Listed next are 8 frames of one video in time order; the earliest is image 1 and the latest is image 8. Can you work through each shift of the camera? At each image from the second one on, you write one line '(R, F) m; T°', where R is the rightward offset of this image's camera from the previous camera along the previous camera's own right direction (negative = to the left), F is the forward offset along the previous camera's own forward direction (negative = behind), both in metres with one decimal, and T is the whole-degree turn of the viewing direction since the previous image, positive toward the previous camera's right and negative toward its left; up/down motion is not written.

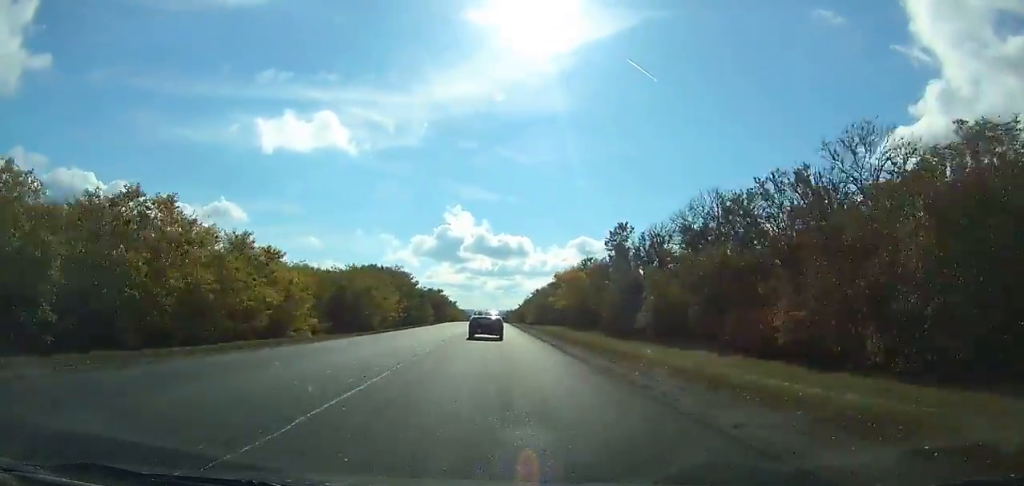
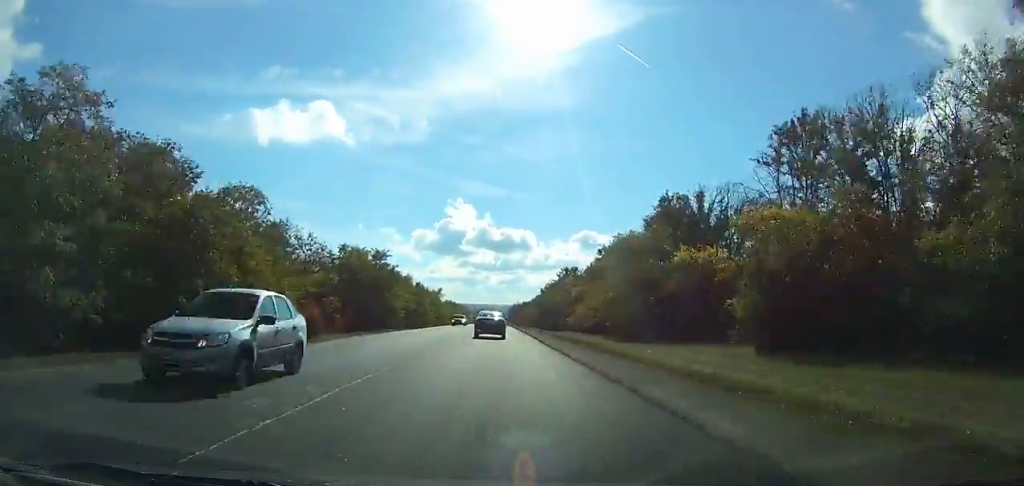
(+0.1, +98.2) m; 0°
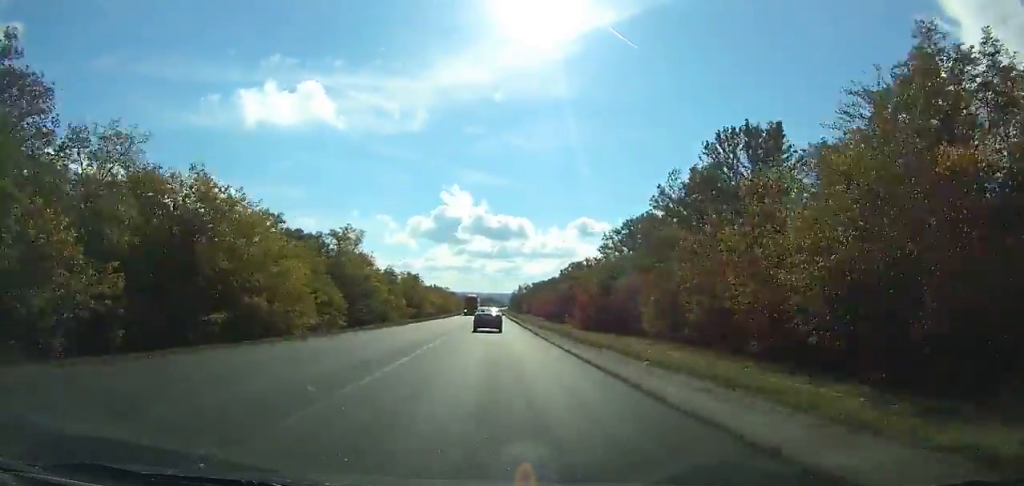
(-0.7, +121.5) m; 0°
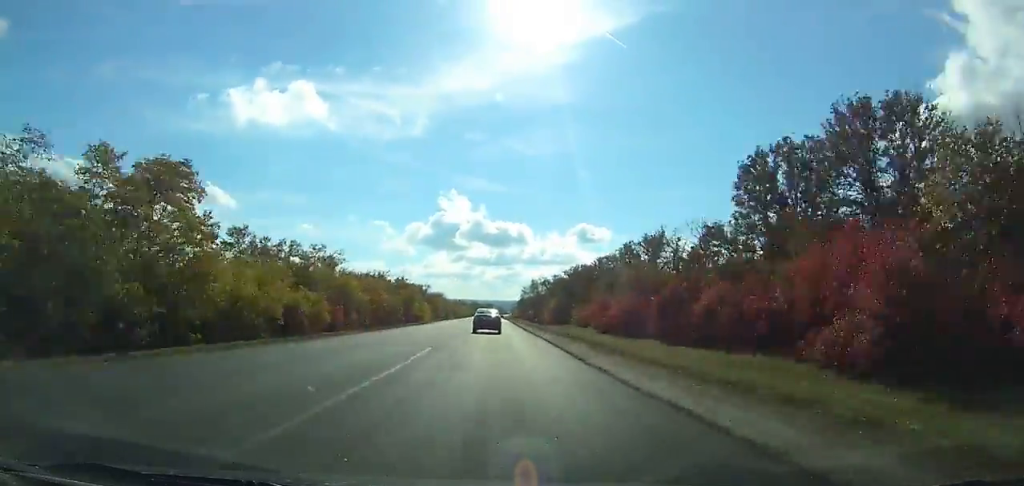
(+0.2, +106.5) m; 0°
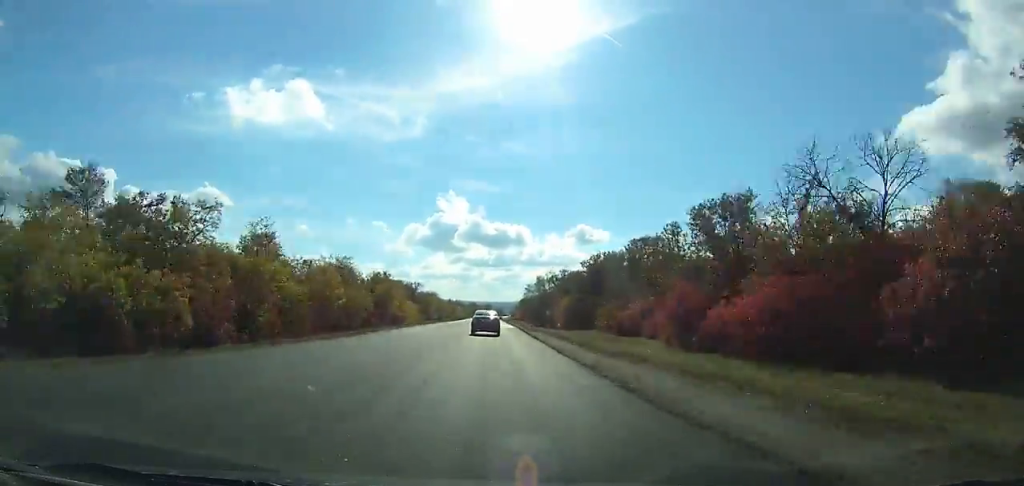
(0.0, +29.9) m; 0°
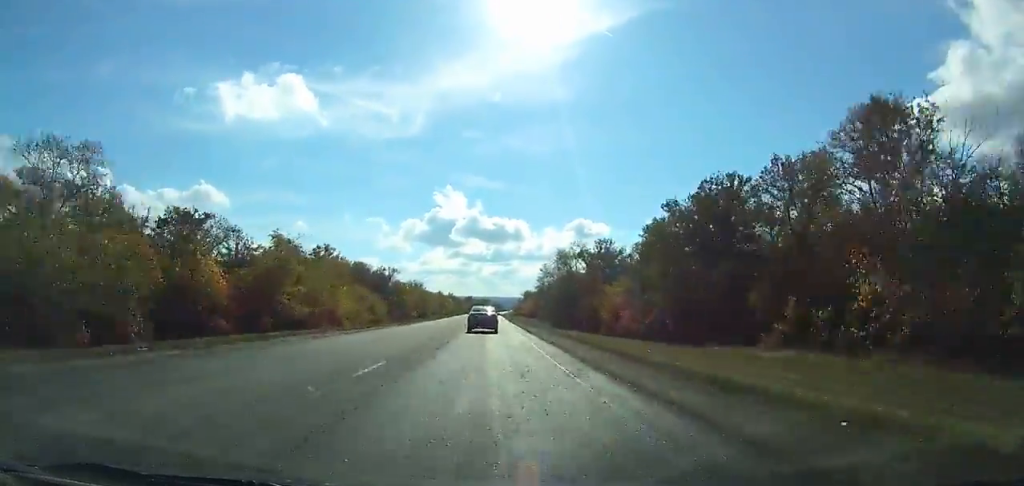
(+0.1, +57.6) m; 0°
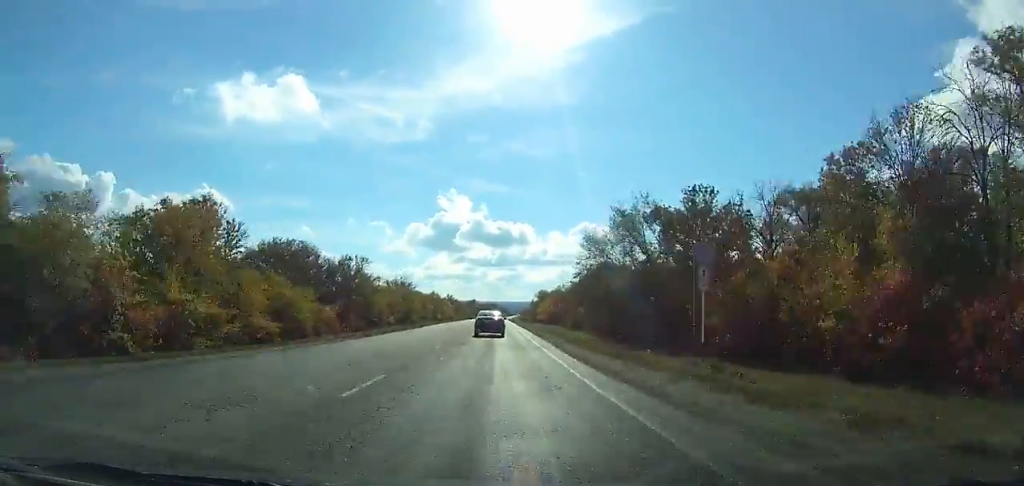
(+0.1, +49.9) m; 0°
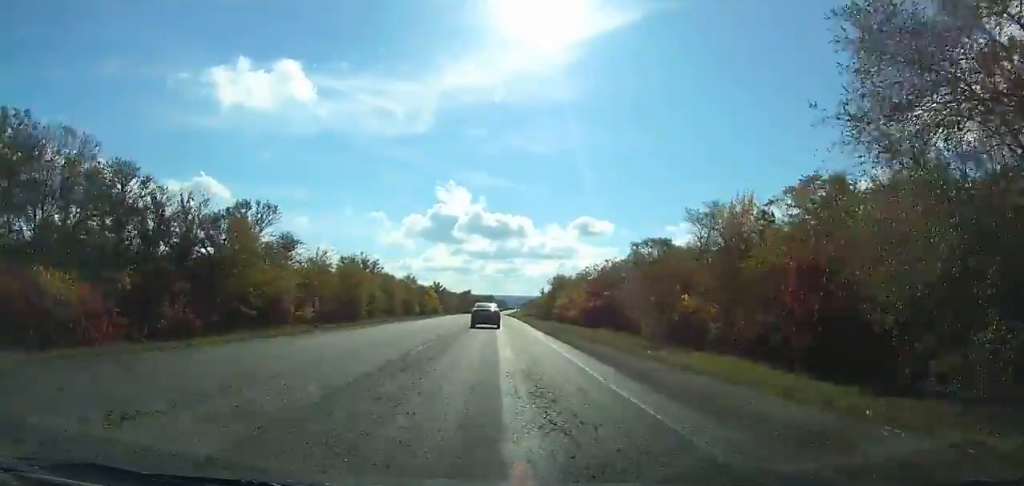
(-0.1, +57.6) m; 0°
